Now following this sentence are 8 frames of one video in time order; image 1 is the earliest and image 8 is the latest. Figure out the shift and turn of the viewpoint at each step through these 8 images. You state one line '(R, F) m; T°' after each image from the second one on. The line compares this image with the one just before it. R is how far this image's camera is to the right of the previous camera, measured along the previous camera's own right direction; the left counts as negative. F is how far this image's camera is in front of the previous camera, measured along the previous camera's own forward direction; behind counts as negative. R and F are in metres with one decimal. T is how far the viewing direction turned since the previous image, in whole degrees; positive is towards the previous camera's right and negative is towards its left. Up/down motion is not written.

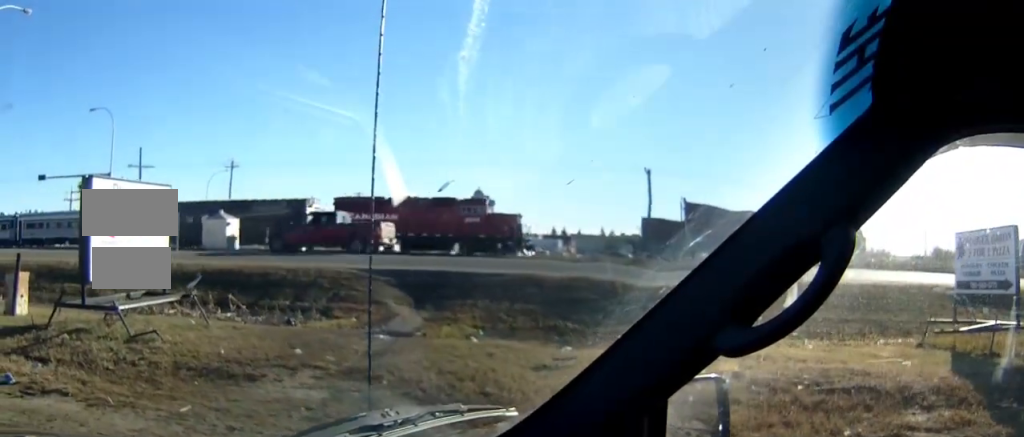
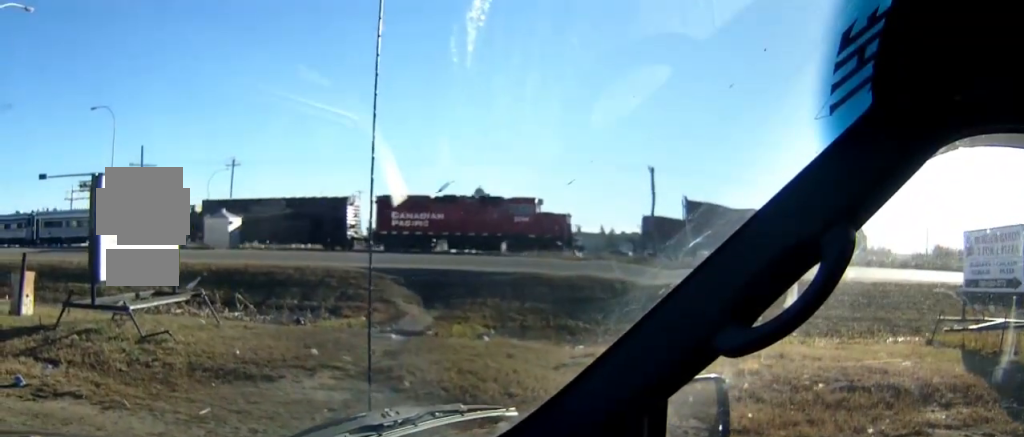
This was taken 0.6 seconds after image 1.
(-0.1, +1.0) m; 0°
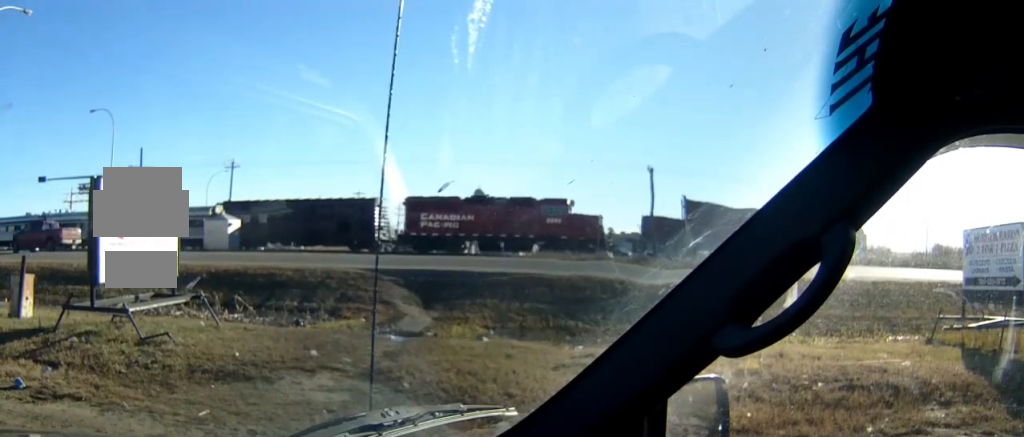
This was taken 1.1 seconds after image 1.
(0.0, +0.3) m; 0°
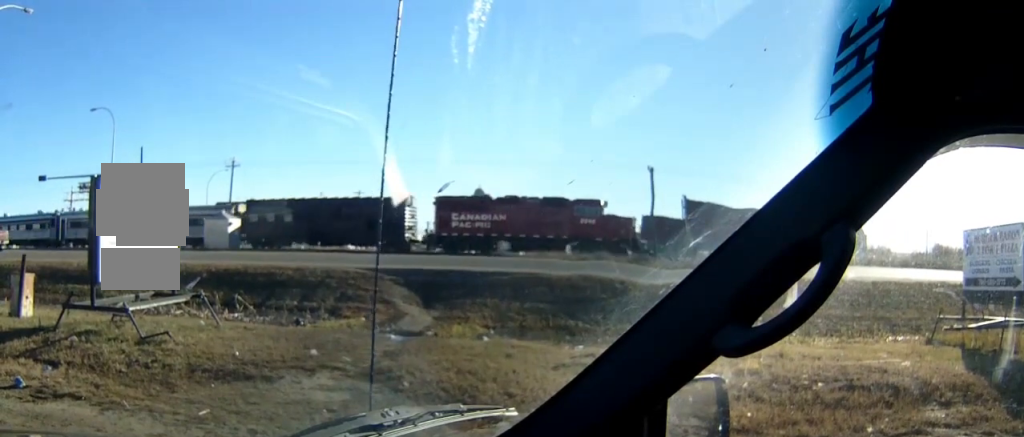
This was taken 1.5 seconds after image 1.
(0.0, +0.2) m; 0°
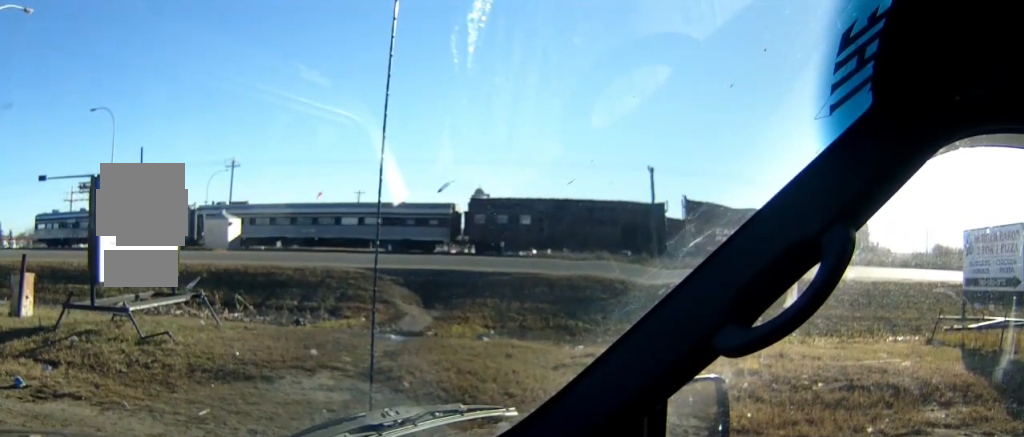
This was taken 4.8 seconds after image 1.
(-0.1, +0.3) m; 0°
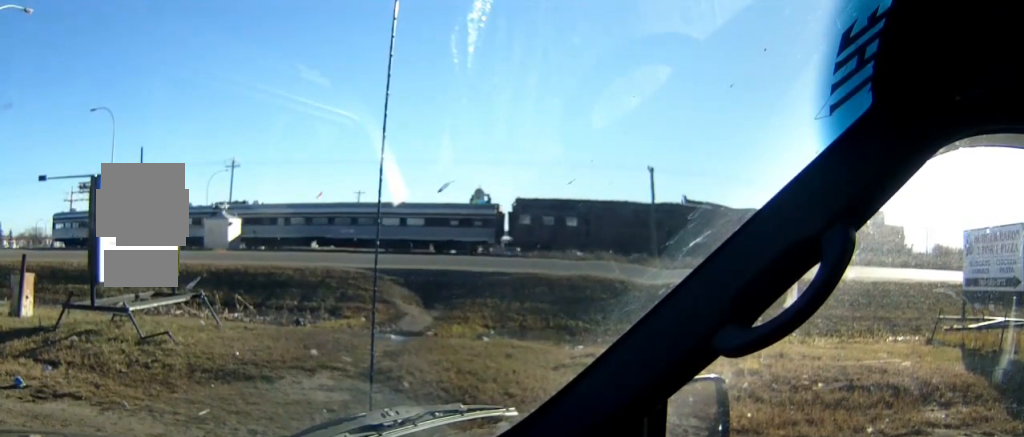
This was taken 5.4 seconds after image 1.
(0.0, 0.0) m; 0°
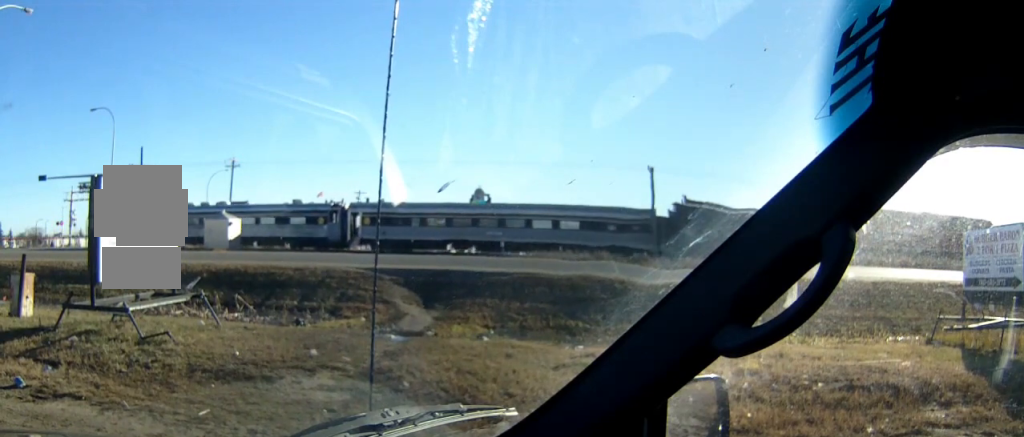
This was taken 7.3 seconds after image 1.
(0.0, 0.0) m; 0°
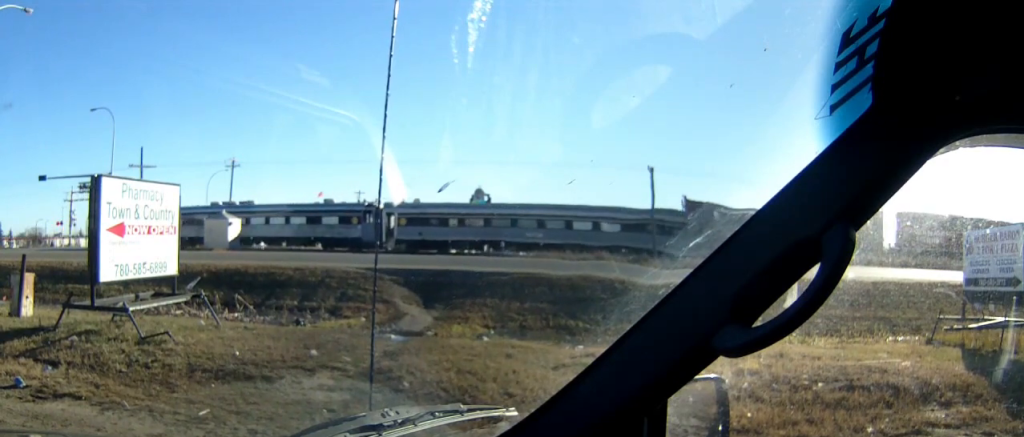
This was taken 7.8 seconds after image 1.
(0.0, 0.0) m; 0°
